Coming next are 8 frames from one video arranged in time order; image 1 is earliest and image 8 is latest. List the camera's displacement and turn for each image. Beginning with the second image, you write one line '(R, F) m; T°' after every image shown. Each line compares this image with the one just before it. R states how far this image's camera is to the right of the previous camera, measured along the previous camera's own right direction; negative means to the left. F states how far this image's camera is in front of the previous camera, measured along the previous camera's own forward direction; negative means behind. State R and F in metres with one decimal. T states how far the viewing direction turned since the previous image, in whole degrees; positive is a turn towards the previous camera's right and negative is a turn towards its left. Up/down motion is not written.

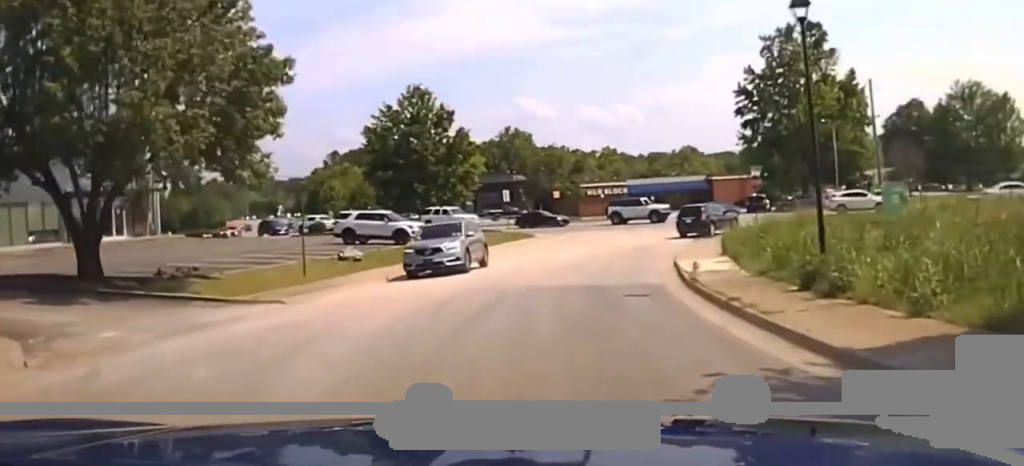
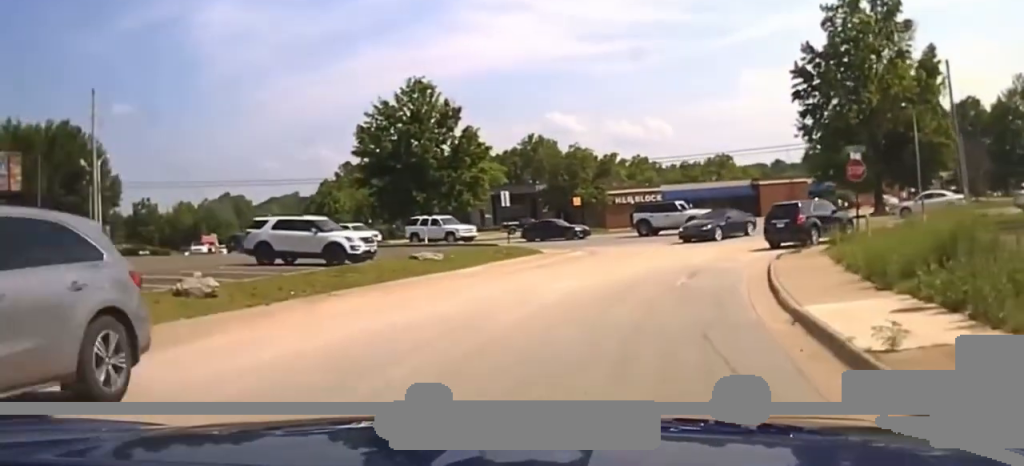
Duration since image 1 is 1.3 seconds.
(-0.4, +13.4) m; -2°
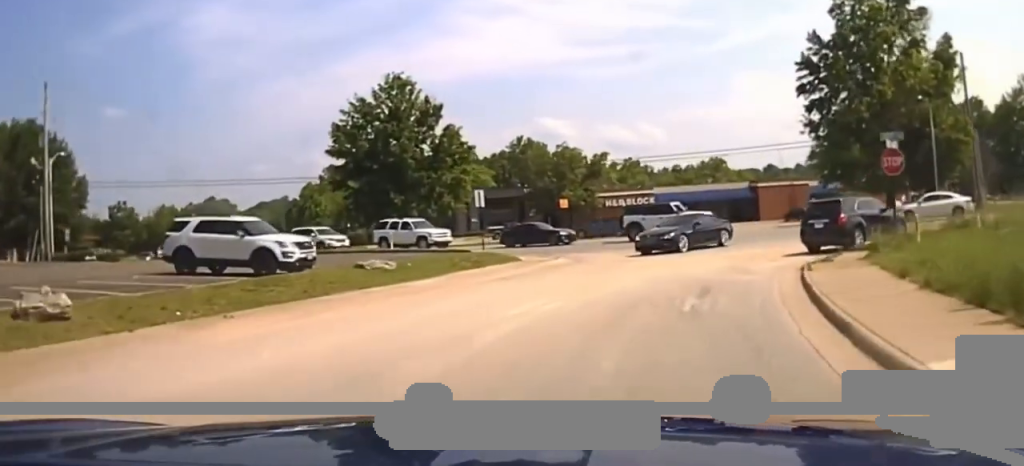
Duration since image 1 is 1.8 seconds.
(0.0, +5.3) m; +1°
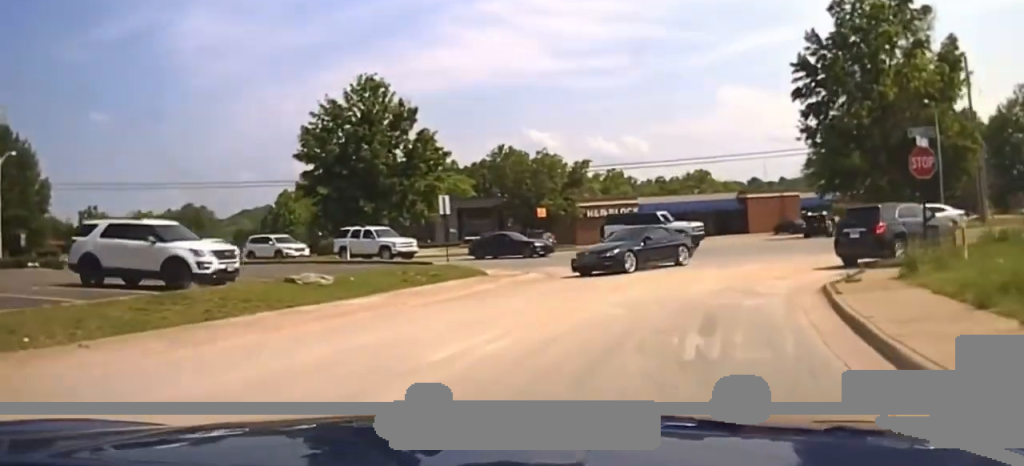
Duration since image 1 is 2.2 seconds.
(-0.1, +4.2) m; +1°
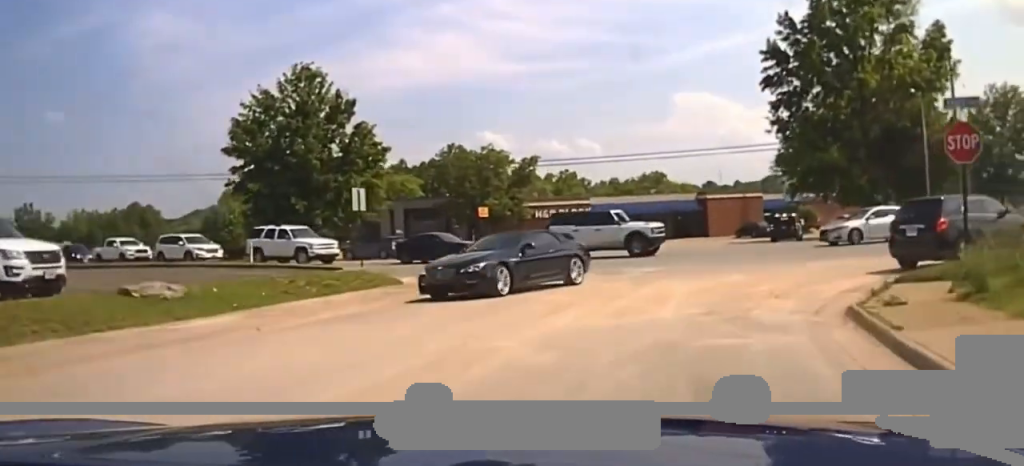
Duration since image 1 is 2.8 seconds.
(+0.1, +6.1) m; +3°
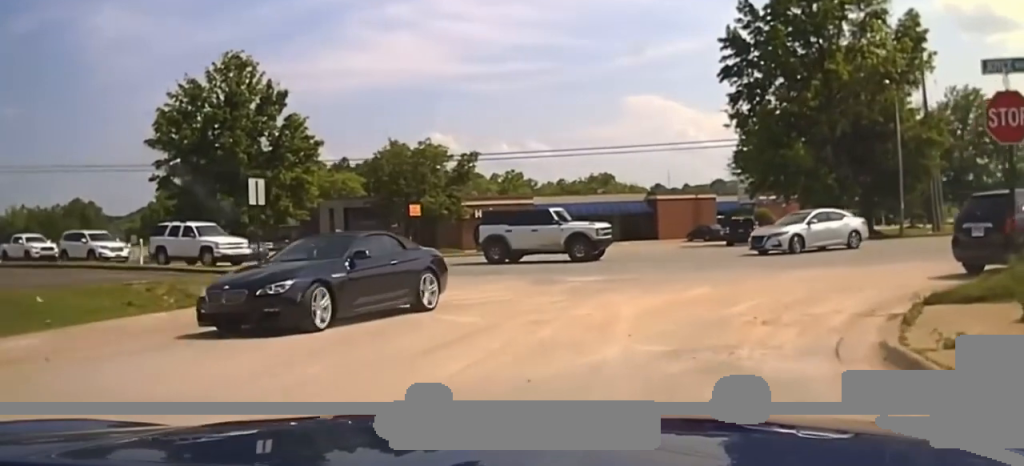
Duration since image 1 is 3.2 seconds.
(0.0, +5.0) m; +3°
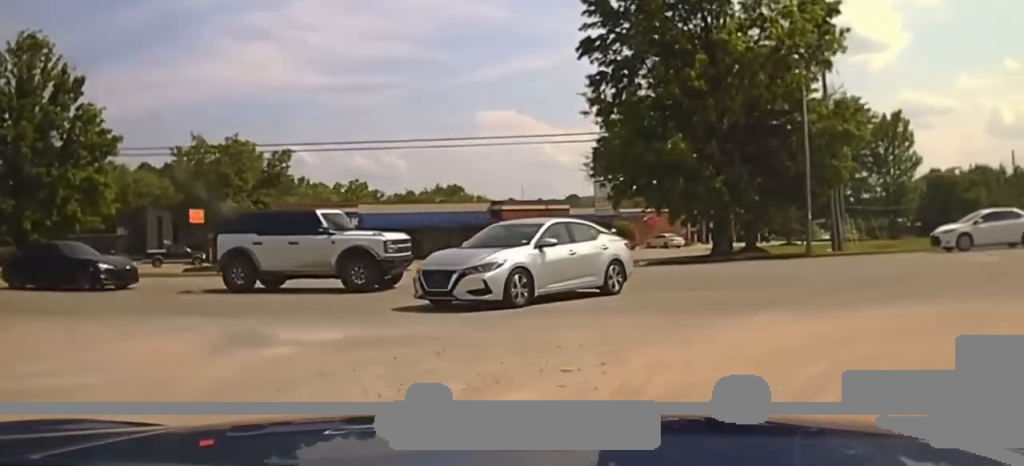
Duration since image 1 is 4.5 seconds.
(+1.1, +12.4) m; +10°
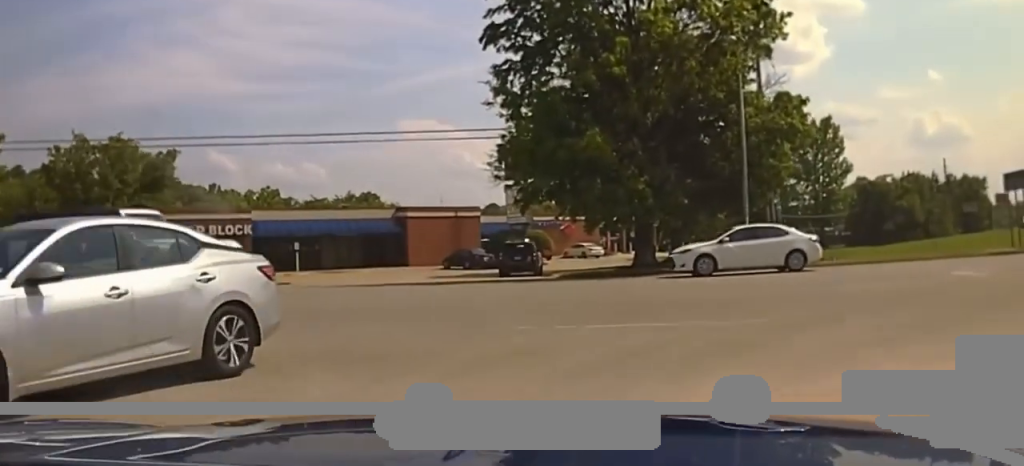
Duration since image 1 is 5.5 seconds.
(+0.6, +6.1) m; +3°
